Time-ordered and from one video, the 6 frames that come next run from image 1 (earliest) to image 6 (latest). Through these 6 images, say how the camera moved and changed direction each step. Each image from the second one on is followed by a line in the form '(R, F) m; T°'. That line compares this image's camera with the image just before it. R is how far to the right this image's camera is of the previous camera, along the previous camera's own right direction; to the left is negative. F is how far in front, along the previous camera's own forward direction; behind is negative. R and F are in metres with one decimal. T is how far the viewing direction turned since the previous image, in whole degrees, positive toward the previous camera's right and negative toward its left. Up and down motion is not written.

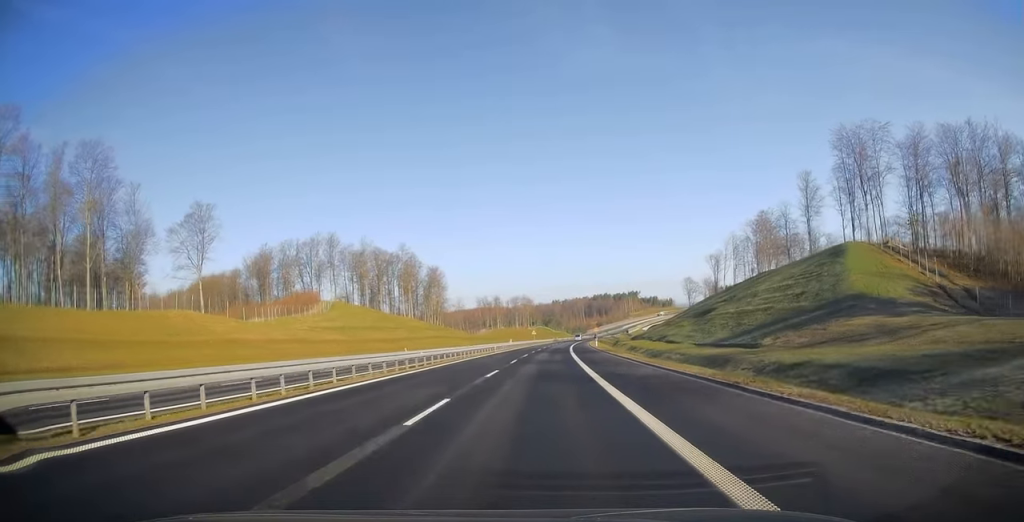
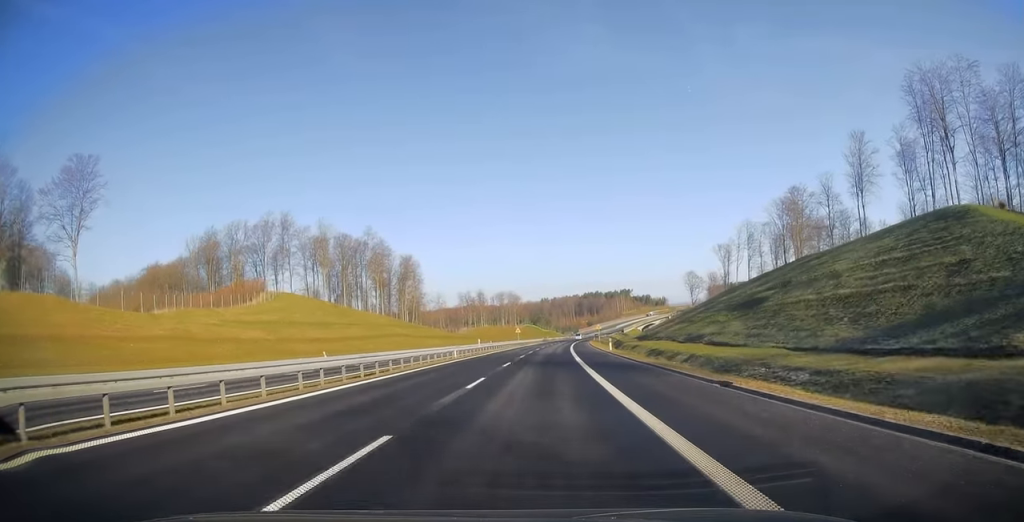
(+0.2, +29.0) m; +1°
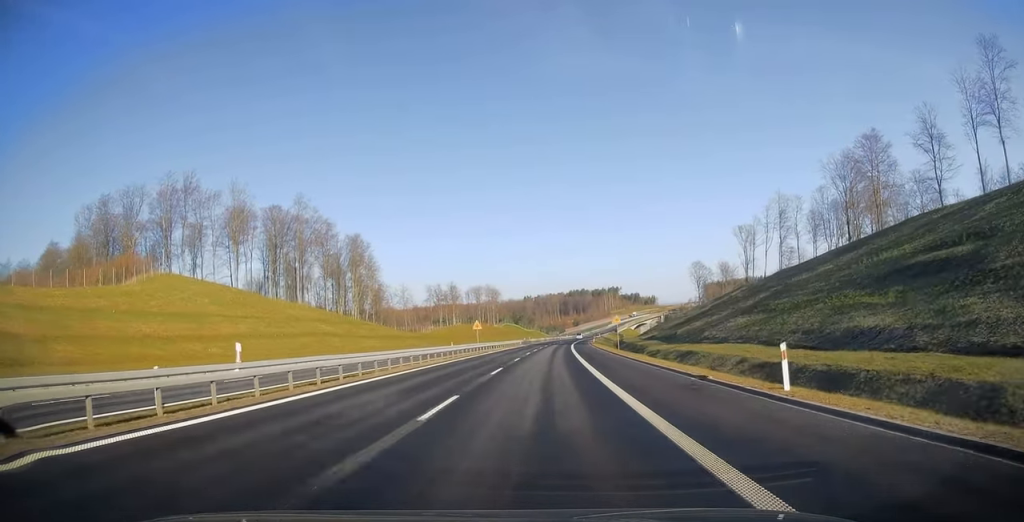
(+0.7, +42.3) m; +2°
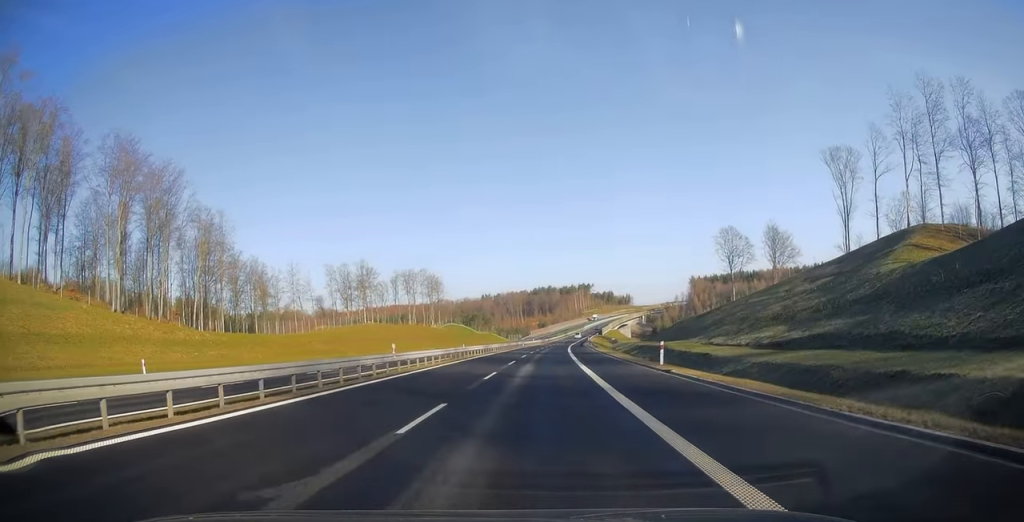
(+2.4, +85.1) m; +3°
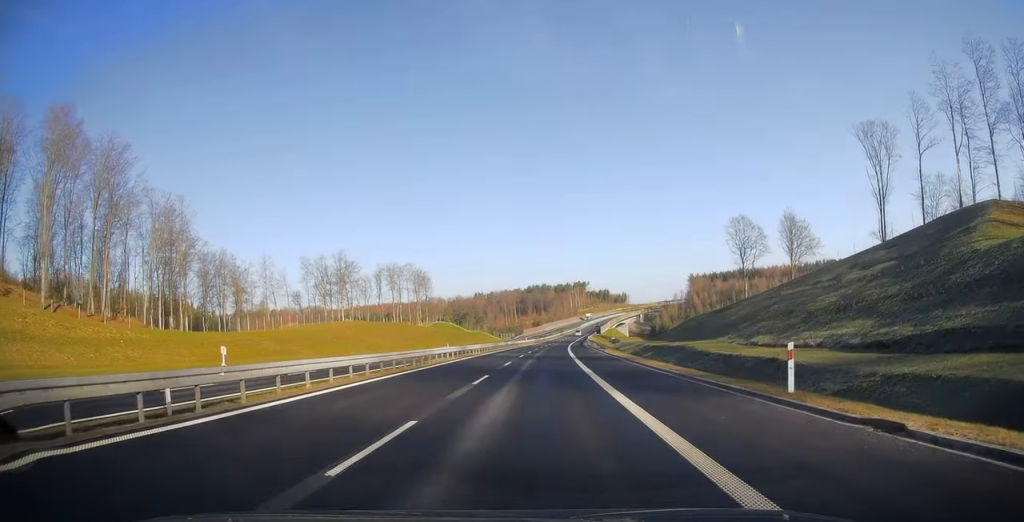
(+0.1, +14.8) m; +1°
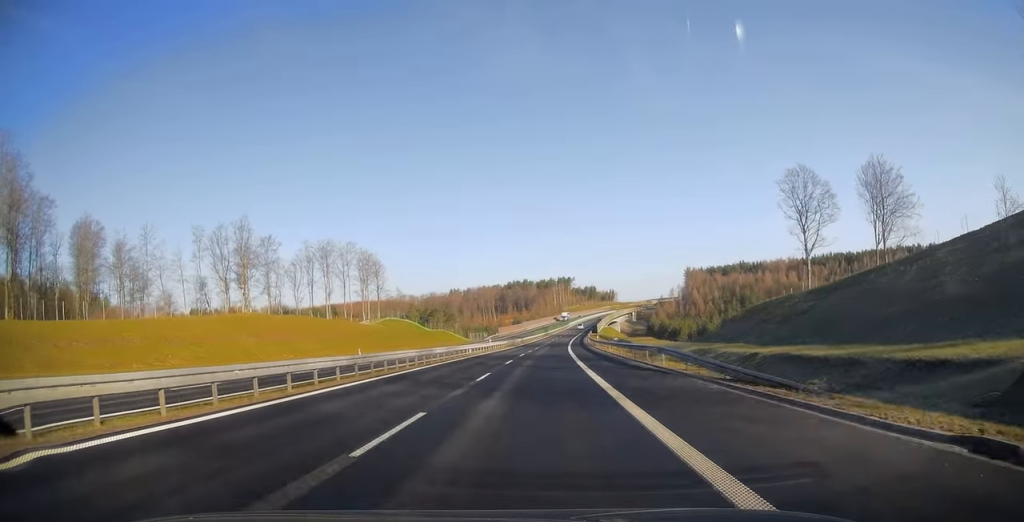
(+0.7, +46.9) m; +2°
